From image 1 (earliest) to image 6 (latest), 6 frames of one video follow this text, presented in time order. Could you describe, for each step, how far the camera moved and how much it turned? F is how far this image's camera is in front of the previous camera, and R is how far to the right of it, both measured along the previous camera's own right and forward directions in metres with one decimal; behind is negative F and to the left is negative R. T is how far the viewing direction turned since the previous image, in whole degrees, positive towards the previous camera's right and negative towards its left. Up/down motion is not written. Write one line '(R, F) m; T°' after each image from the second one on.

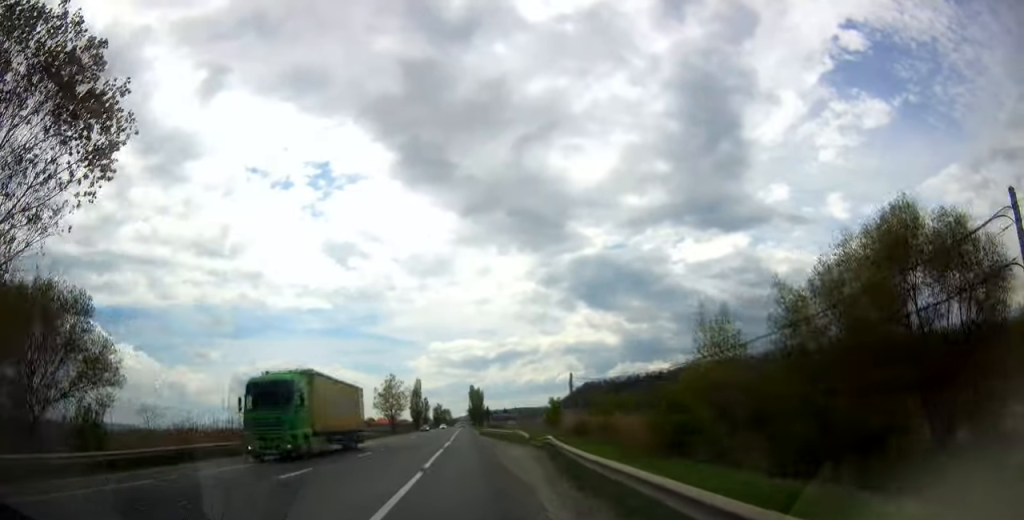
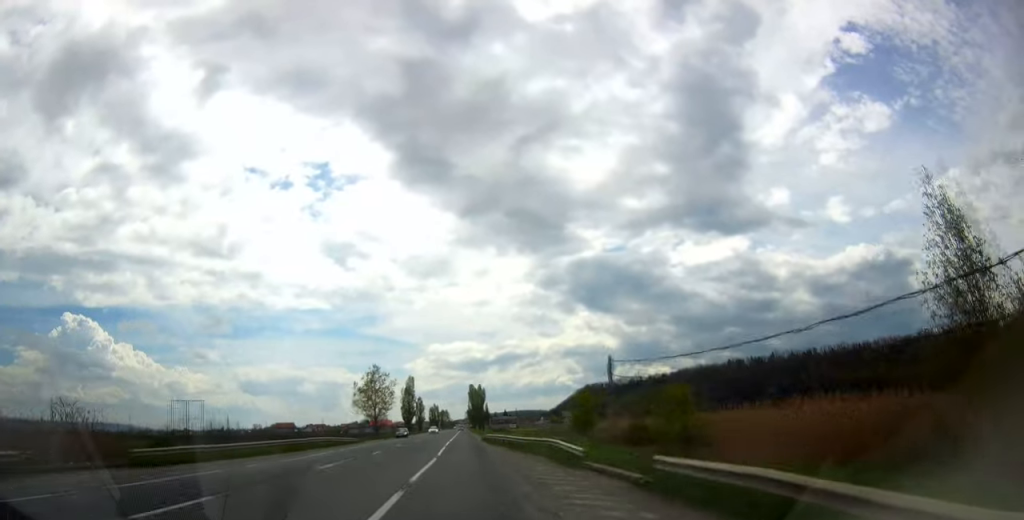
(-0.1, +18.9) m; +1°
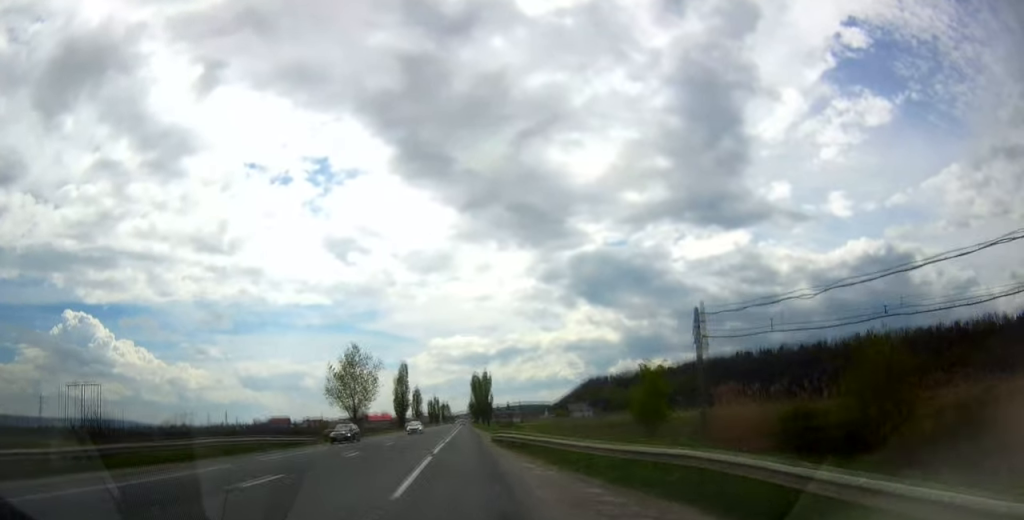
(+0.2, +18.9) m; 0°
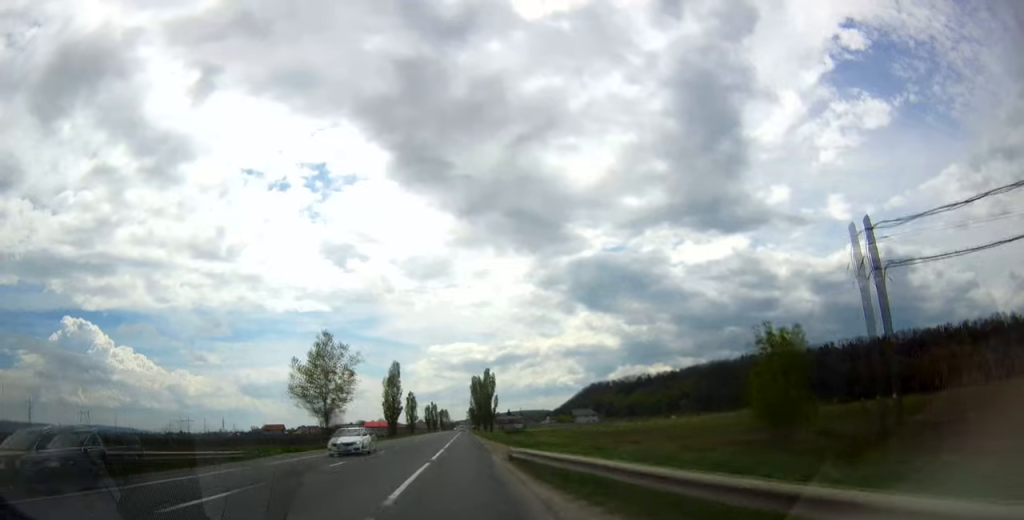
(+0.1, +14.8) m; 0°
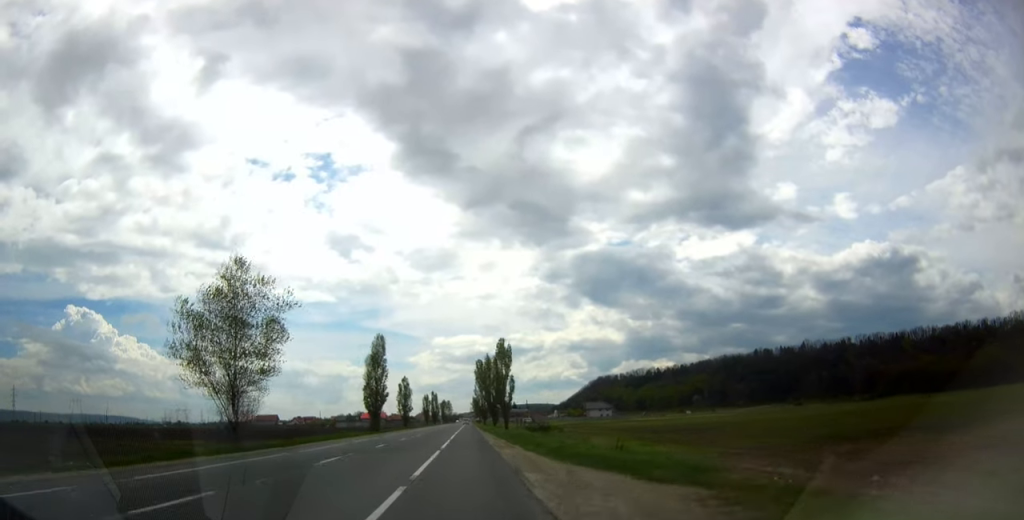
(-0.1, +25.4) m; 0°
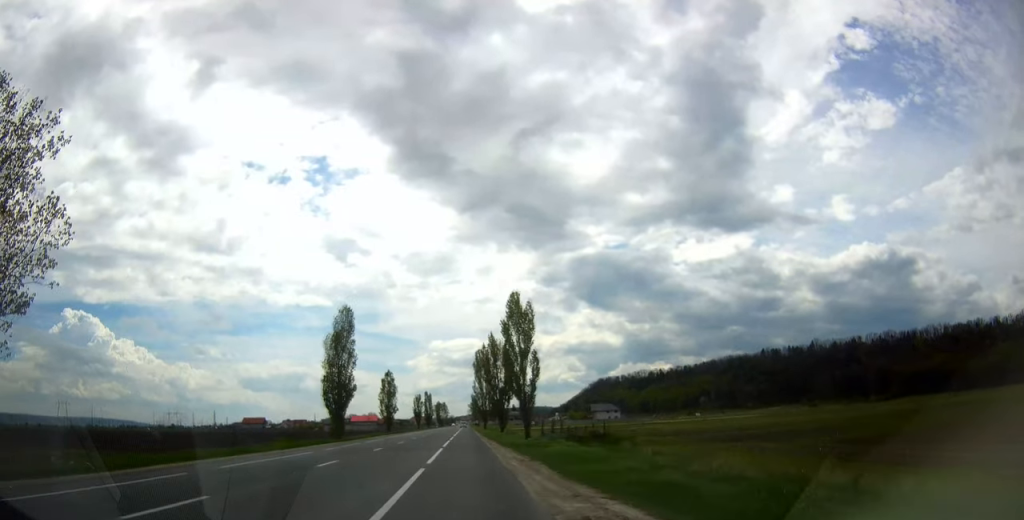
(-0.4, +23.7) m; -1°
